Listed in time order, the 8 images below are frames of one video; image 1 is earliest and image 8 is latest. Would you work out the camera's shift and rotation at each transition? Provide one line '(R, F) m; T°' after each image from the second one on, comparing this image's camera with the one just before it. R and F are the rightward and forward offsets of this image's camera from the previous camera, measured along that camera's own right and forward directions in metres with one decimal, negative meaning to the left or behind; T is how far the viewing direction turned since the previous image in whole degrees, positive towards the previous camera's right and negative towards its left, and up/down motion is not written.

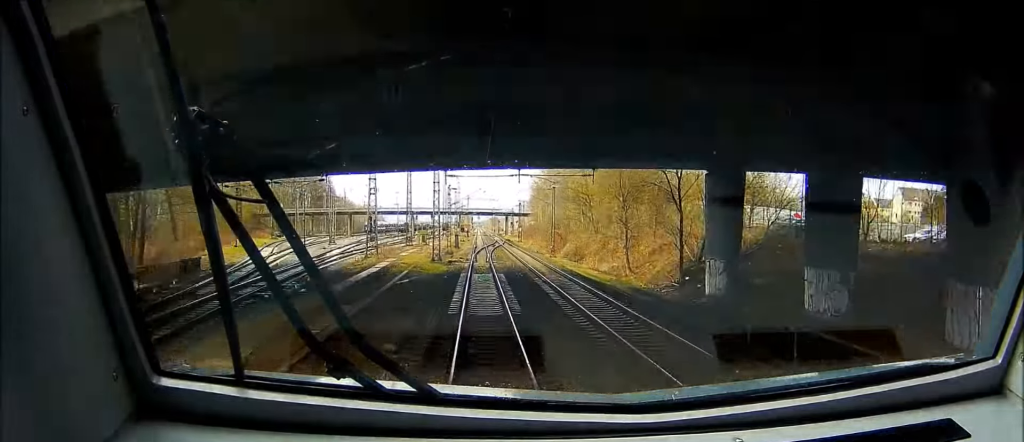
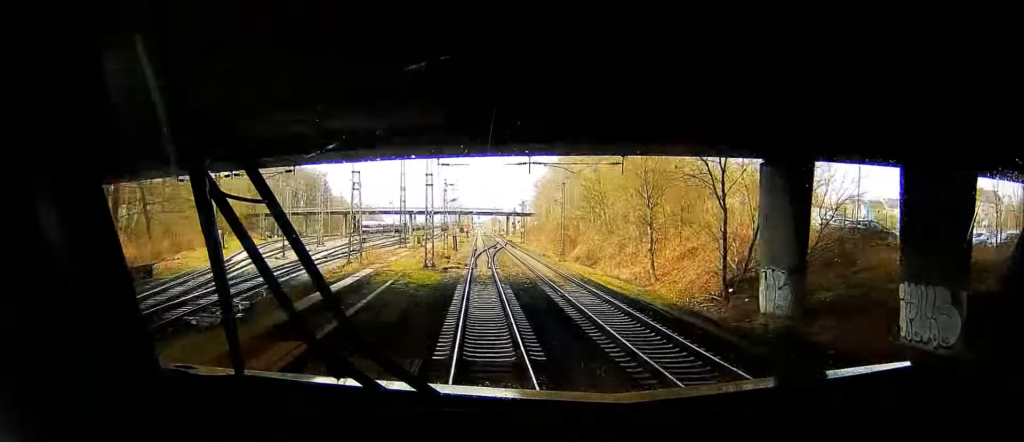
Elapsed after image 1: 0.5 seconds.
(+0.1, +7.2) m; 0°
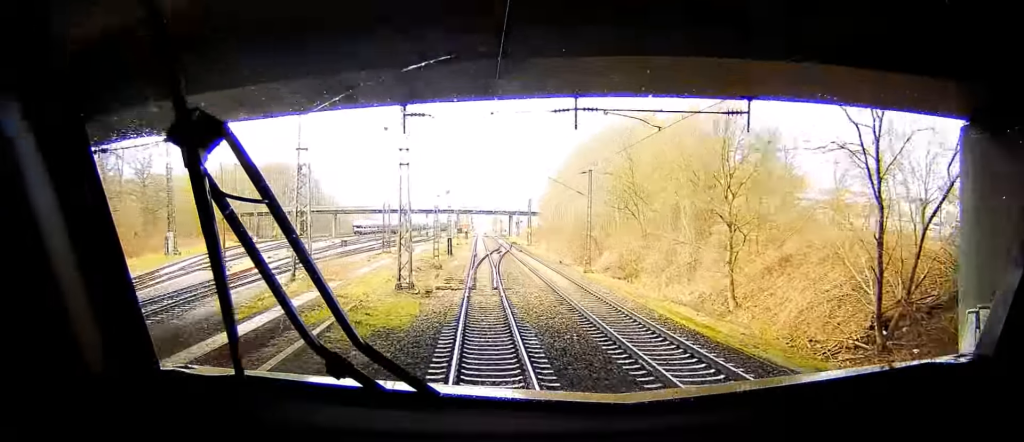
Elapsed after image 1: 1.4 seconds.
(+0.1, +14.2) m; +1°
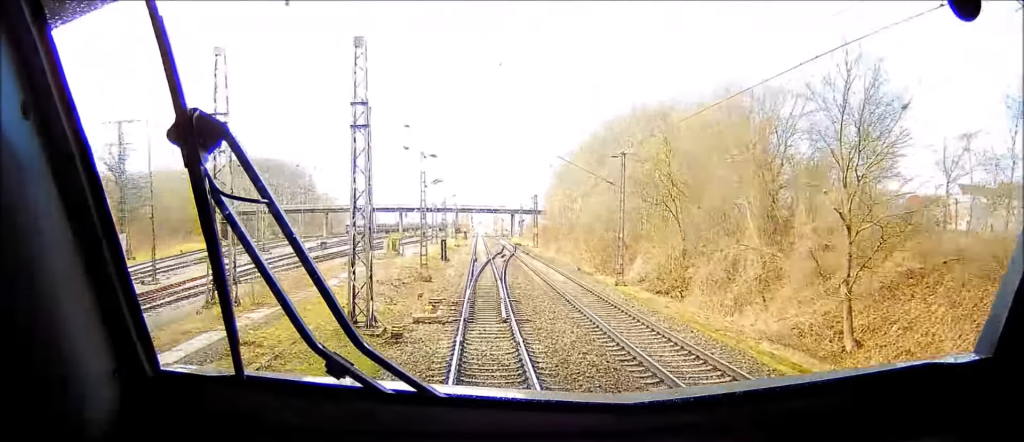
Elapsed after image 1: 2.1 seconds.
(0.0, +9.8) m; +1°
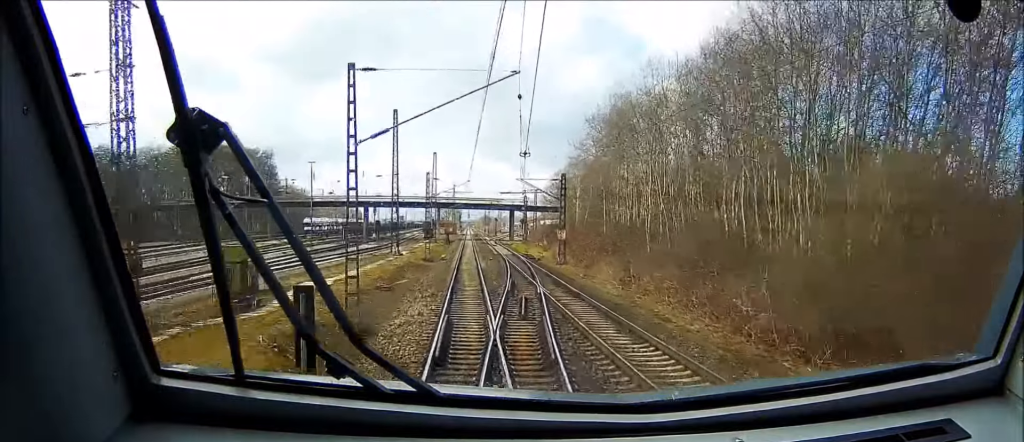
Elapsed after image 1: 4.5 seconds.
(+1.7, +33.7) m; -1°
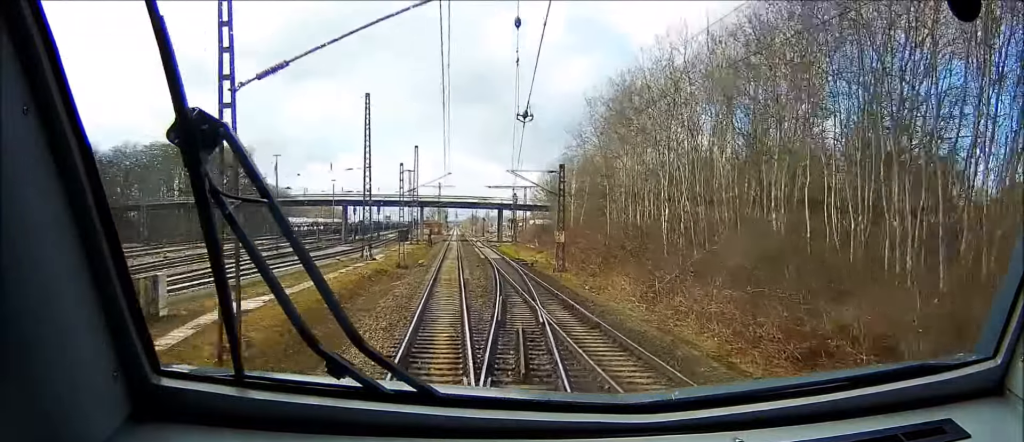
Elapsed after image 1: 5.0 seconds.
(-0.5, +9.2) m; -2°
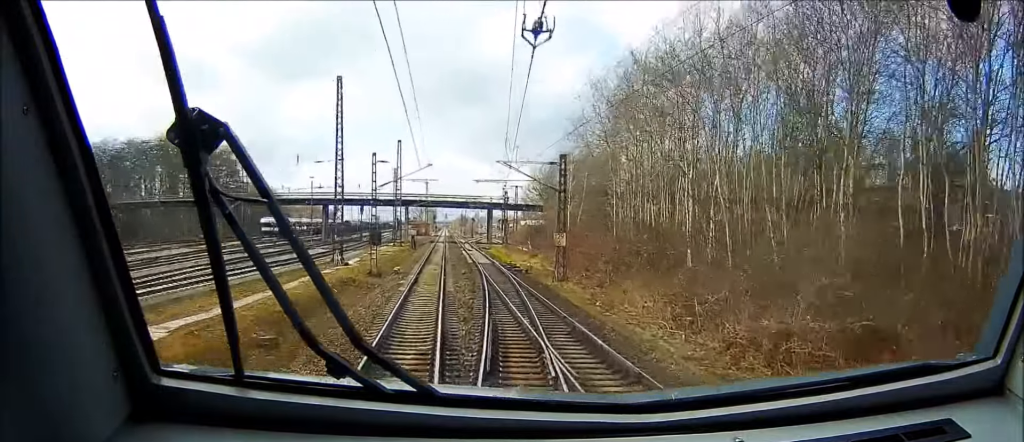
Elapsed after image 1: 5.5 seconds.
(+0.3, +7.3) m; +2°
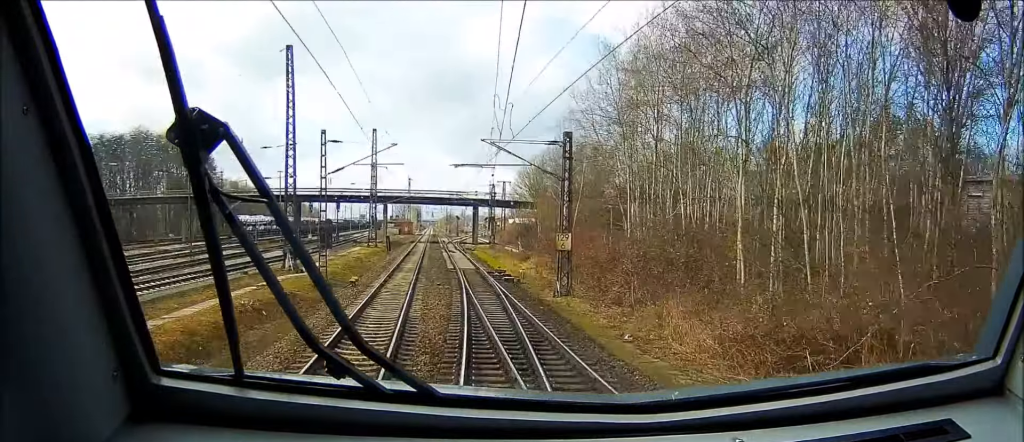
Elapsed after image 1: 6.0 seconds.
(+0.2, +9.6) m; +2°
